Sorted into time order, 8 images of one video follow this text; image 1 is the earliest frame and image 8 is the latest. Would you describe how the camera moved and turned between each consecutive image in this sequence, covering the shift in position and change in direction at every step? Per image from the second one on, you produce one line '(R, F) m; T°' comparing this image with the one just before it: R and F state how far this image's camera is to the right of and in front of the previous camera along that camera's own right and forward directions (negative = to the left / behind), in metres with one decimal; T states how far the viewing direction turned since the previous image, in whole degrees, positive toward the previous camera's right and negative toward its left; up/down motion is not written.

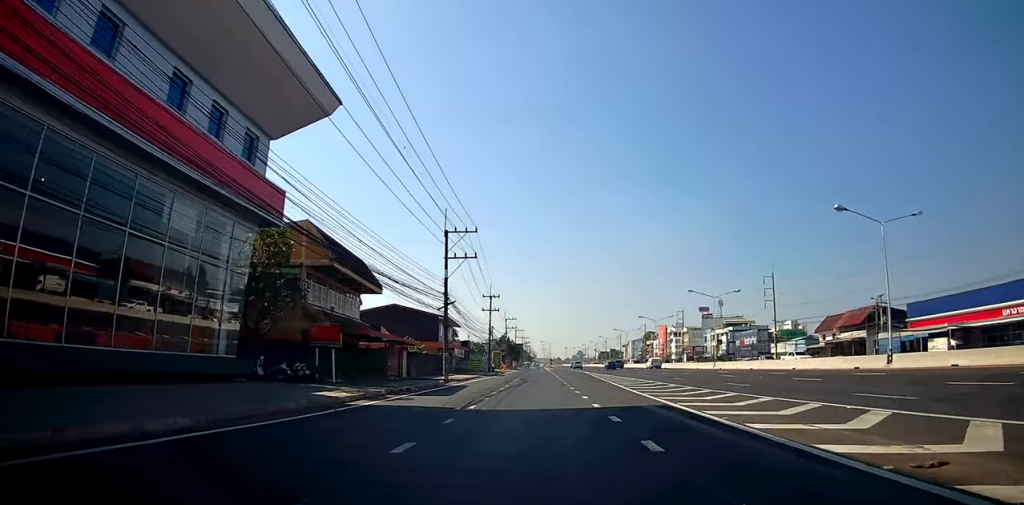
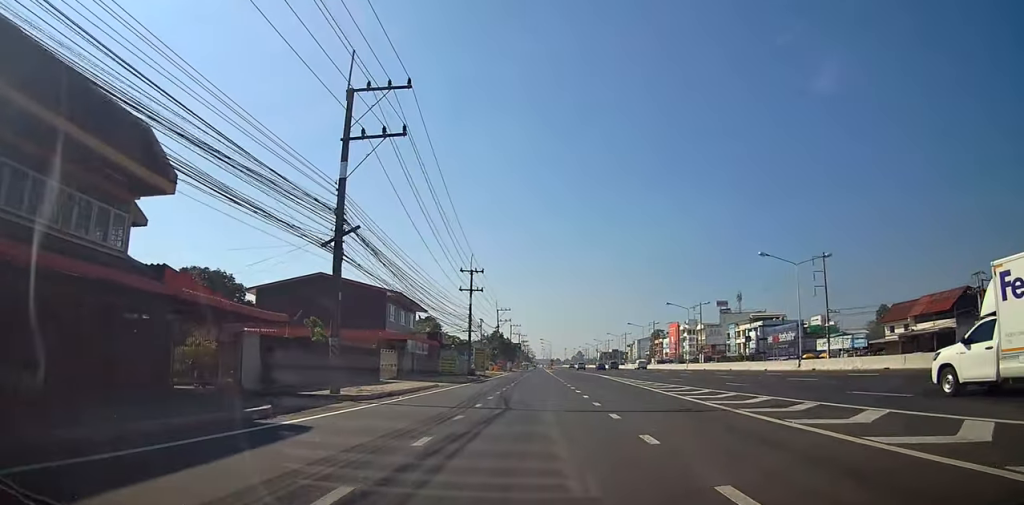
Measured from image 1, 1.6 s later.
(+0.3, +21.5) m; -1°
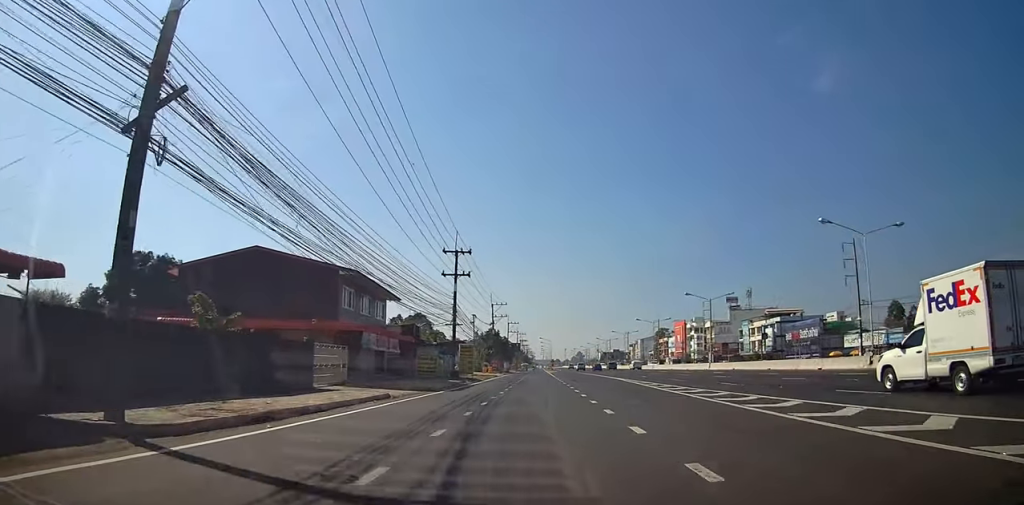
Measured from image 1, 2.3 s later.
(-0.7, +10.0) m; 0°
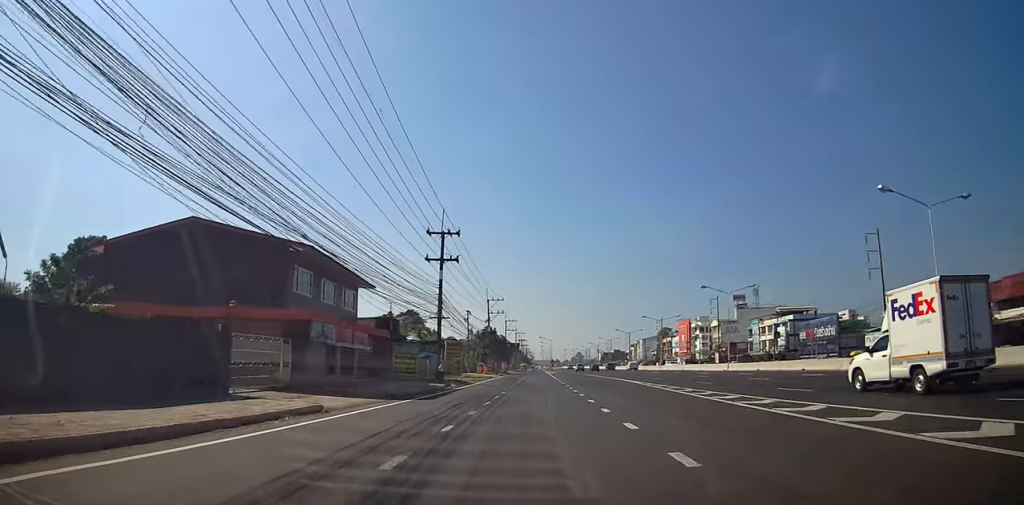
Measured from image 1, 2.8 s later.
(+0.2, +6.8) m; 0°
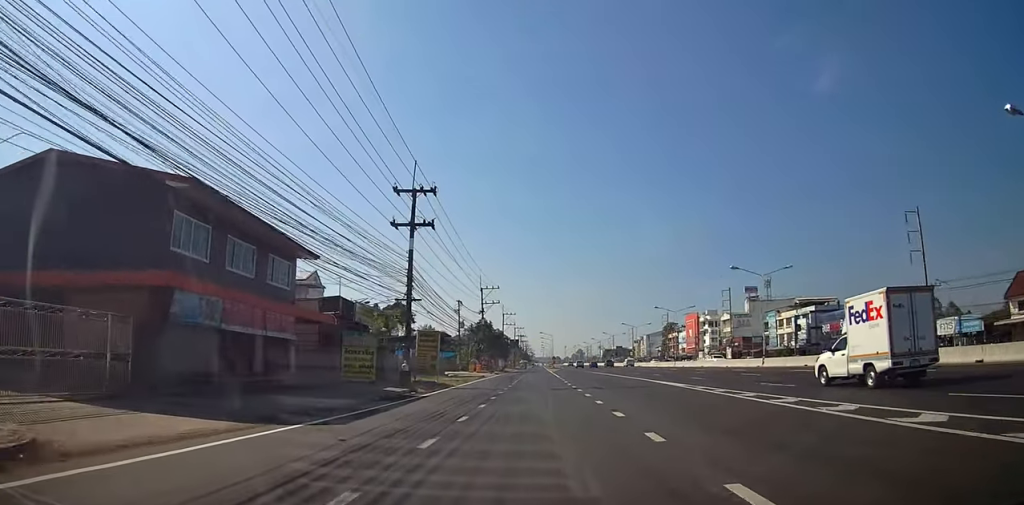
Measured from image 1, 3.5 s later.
(+0.5, +9.7) m; 0°
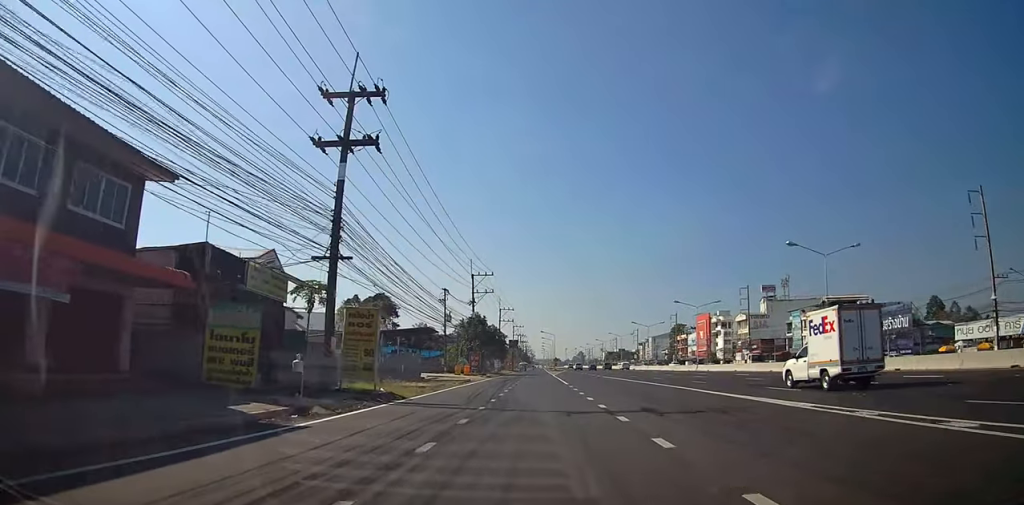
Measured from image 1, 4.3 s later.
(-0.7, +12.1) m; -3°
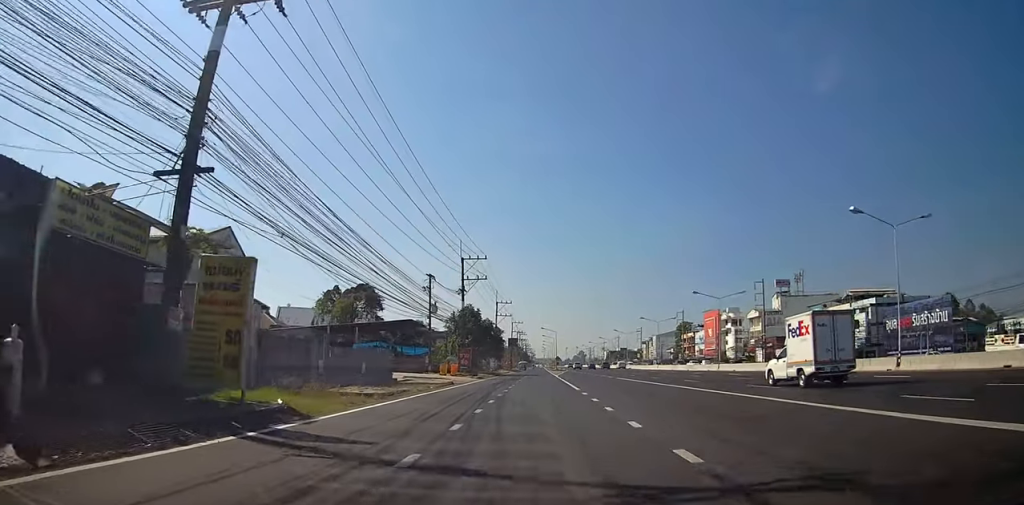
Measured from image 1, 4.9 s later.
(-0.1, +9.1) m; -1°
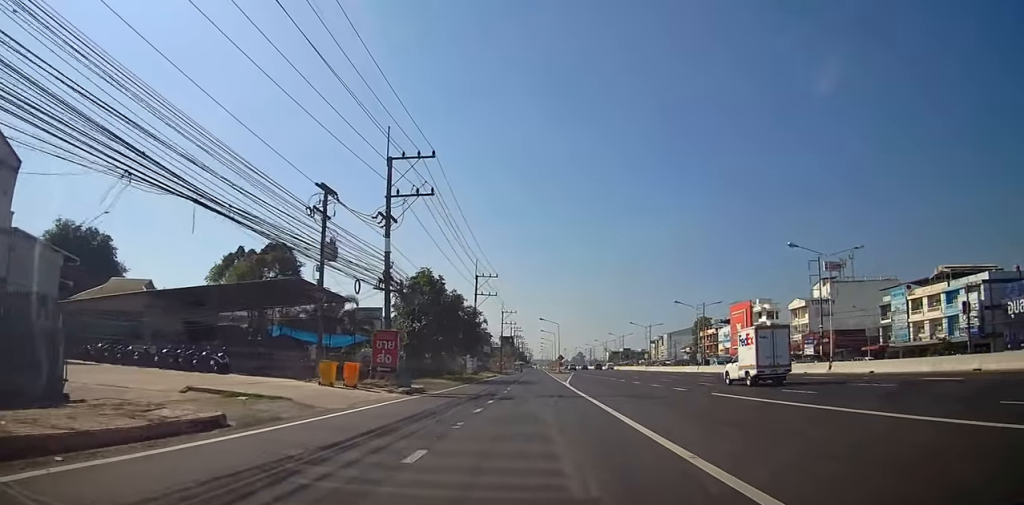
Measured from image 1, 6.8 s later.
(+0.5, +27.5) m; +4°
